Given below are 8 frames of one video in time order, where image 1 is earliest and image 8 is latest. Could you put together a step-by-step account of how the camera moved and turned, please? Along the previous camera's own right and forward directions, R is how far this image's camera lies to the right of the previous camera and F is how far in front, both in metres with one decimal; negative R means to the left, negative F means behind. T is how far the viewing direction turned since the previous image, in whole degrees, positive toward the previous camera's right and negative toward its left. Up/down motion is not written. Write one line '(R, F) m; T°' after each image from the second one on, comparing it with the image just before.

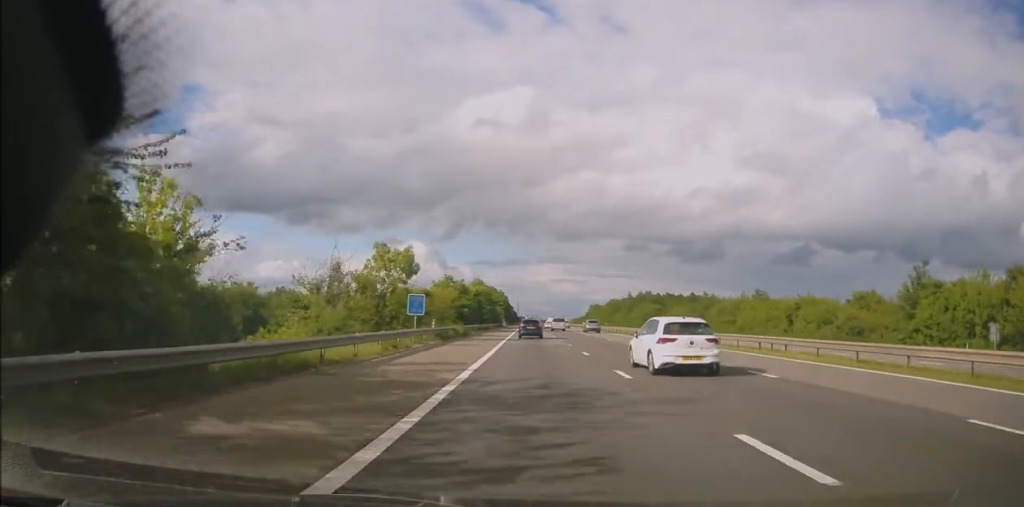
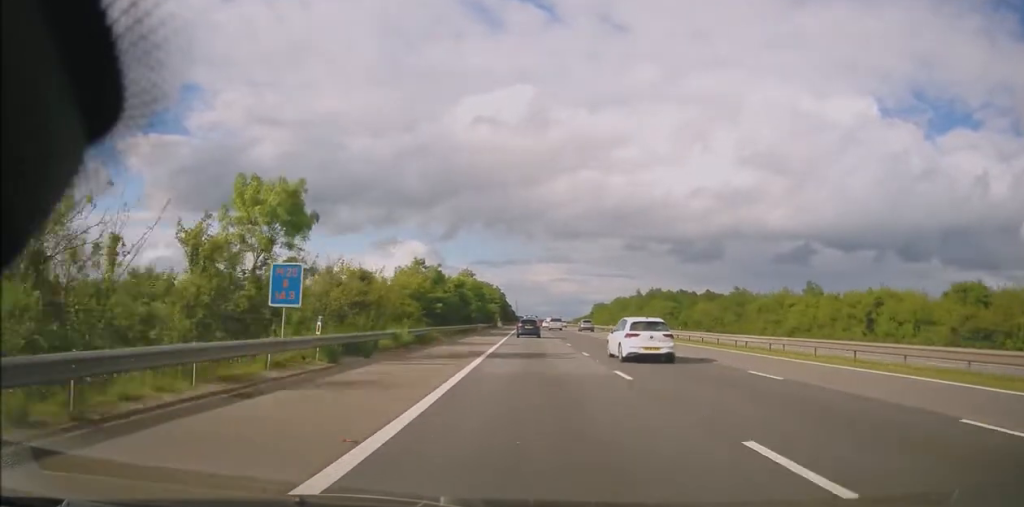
(0.0, +19.1) m; +1°
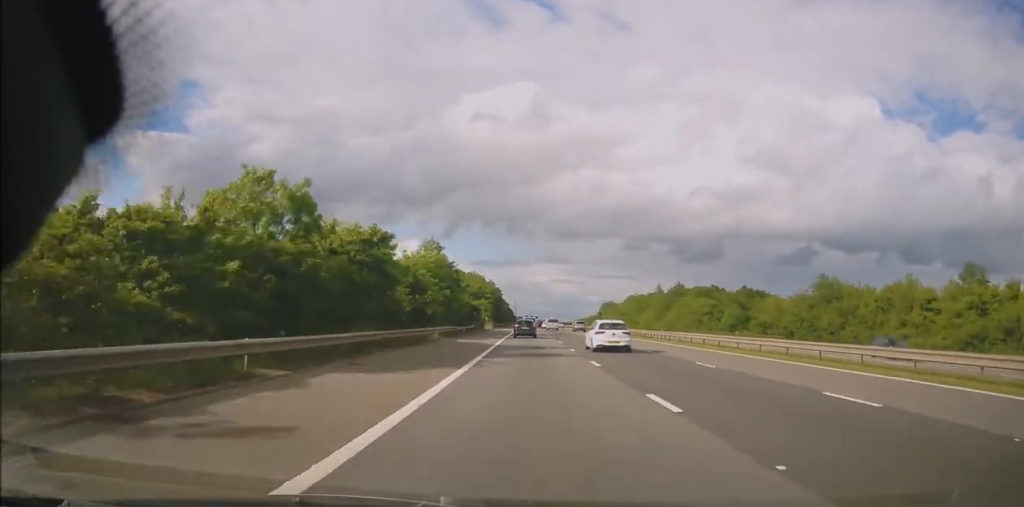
(+0.4, +32.4) m; +1°
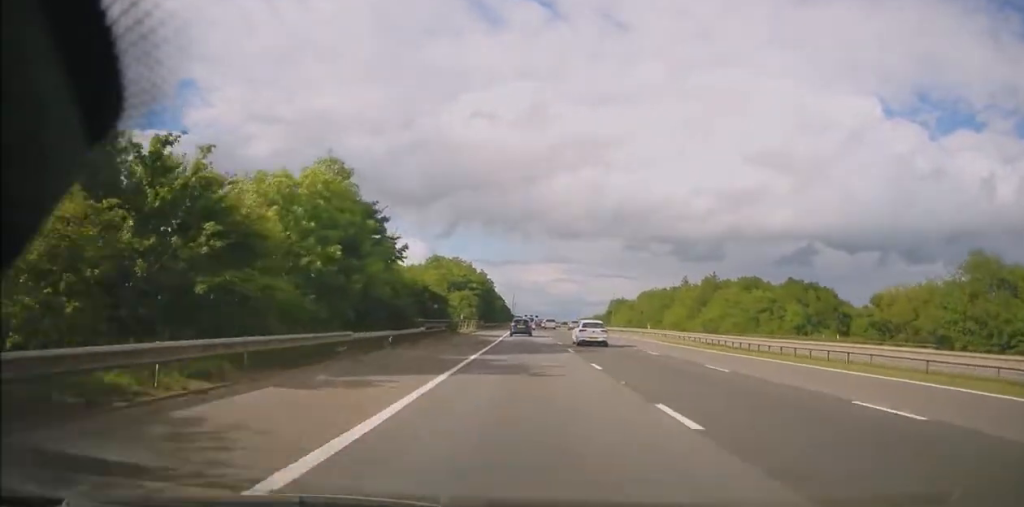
(-0.2, +29.3) m; 0°
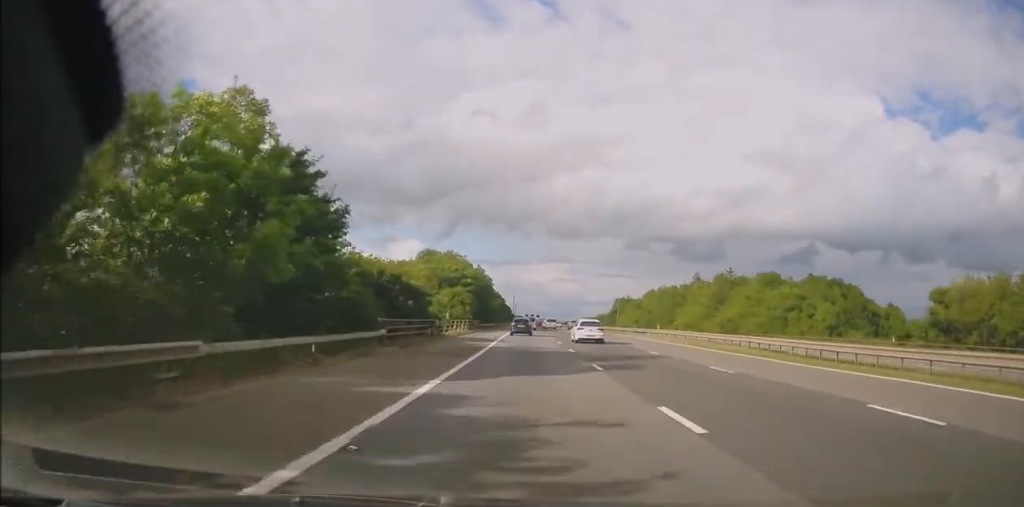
(+0.1, +9.5) m; 0°
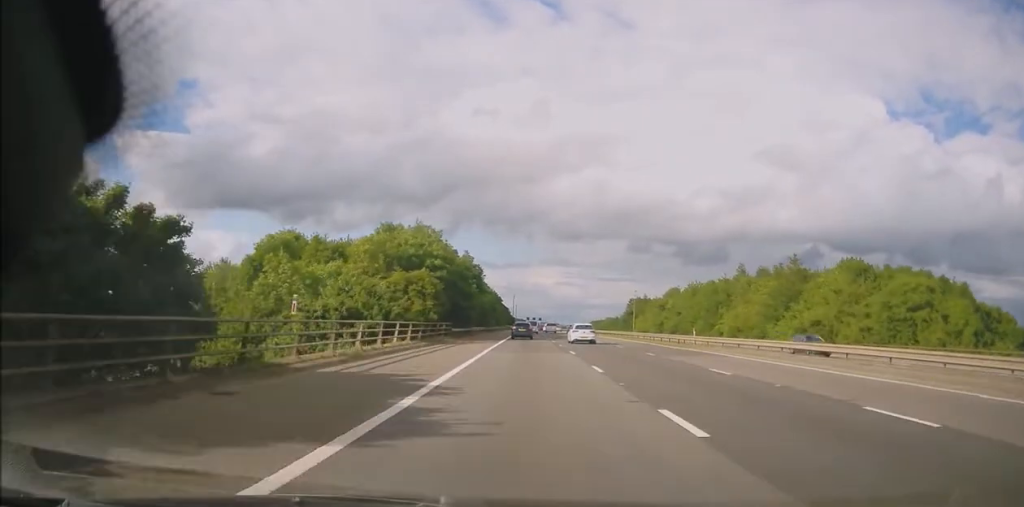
(-0.1, +28.7) m; 0°
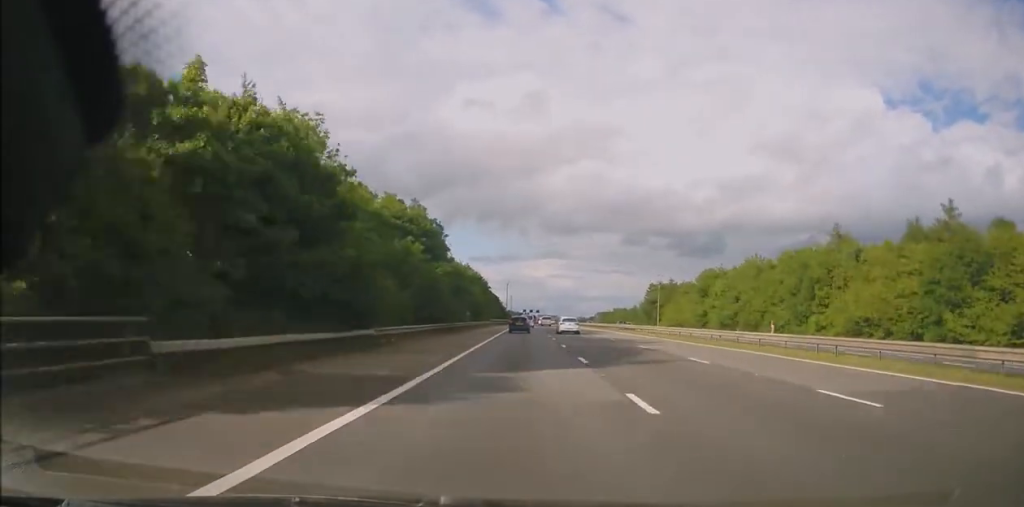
(-0.1, +36.5) m; 0°
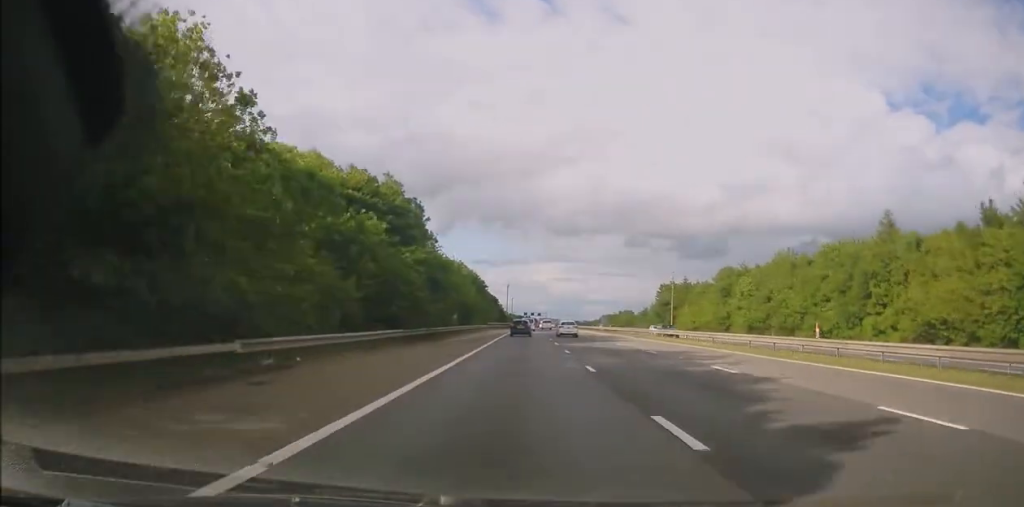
(0.0, +11.5) m; 0°
